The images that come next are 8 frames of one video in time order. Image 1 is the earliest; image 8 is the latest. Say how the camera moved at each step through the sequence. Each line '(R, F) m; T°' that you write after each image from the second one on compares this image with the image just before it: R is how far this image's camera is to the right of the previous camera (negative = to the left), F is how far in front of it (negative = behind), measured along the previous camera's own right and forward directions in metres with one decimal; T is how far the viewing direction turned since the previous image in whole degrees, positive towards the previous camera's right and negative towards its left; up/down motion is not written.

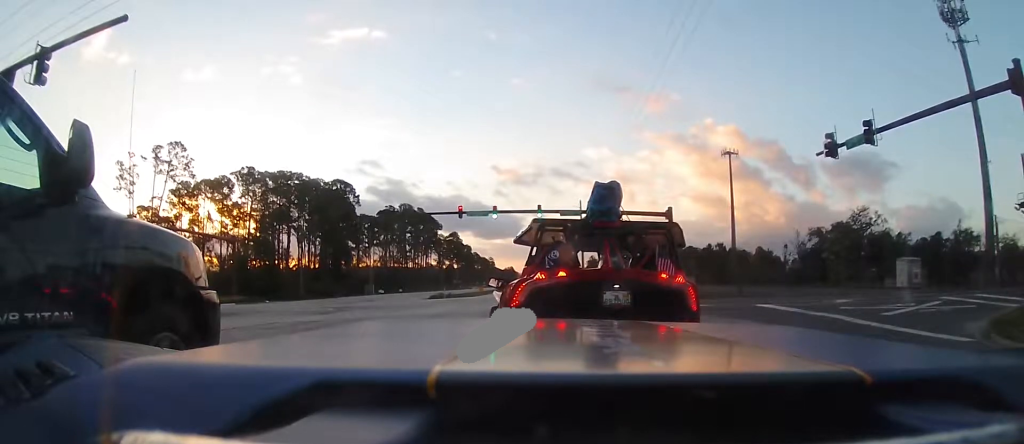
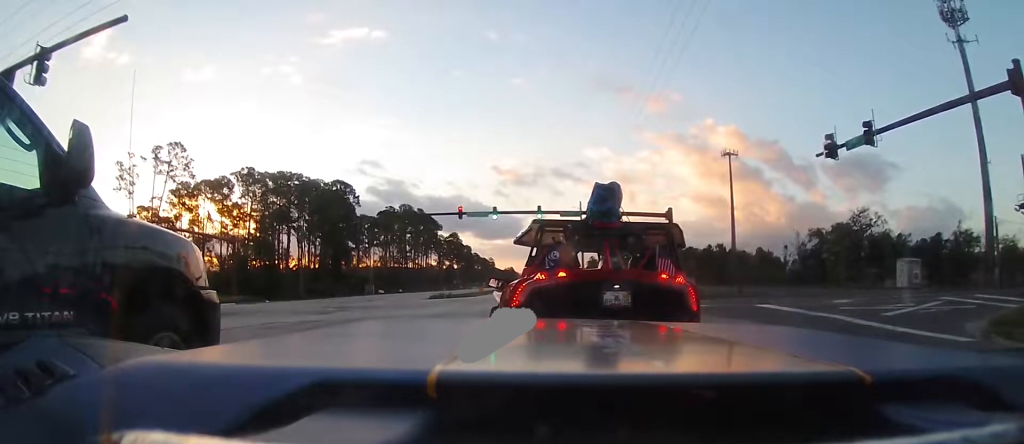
(0.0, 0.0) m; 0°
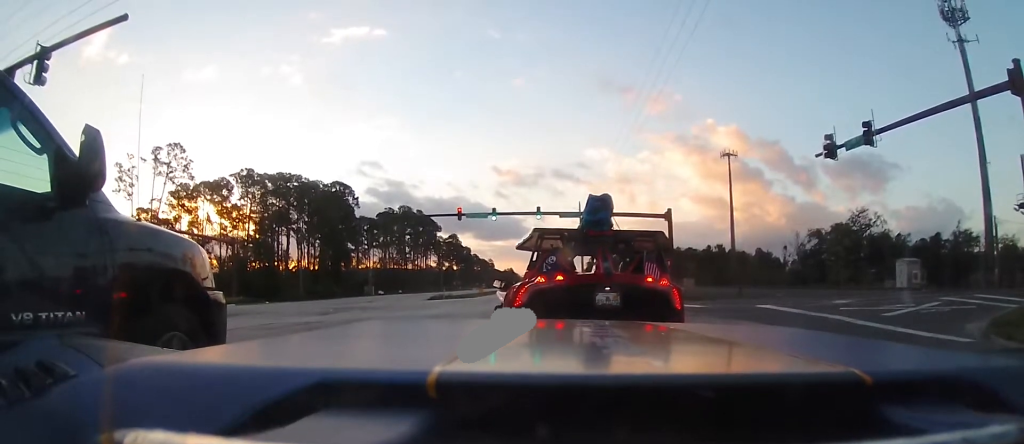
(0.0, 0.0) m; 0°
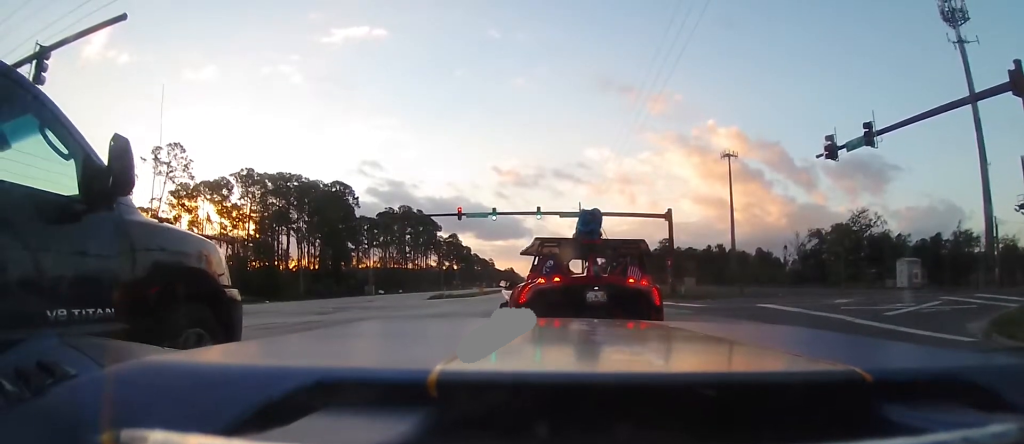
(0.0, 0.0) m; 0°
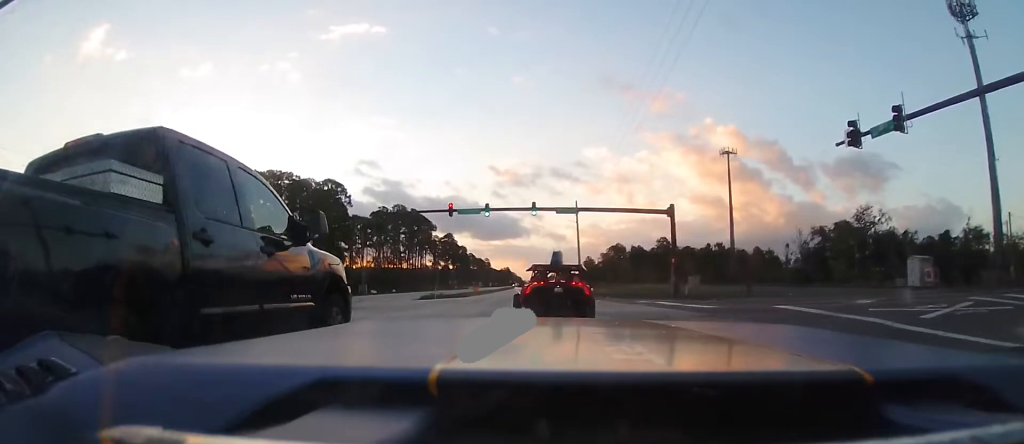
(0.0, +0.6) m; 0°
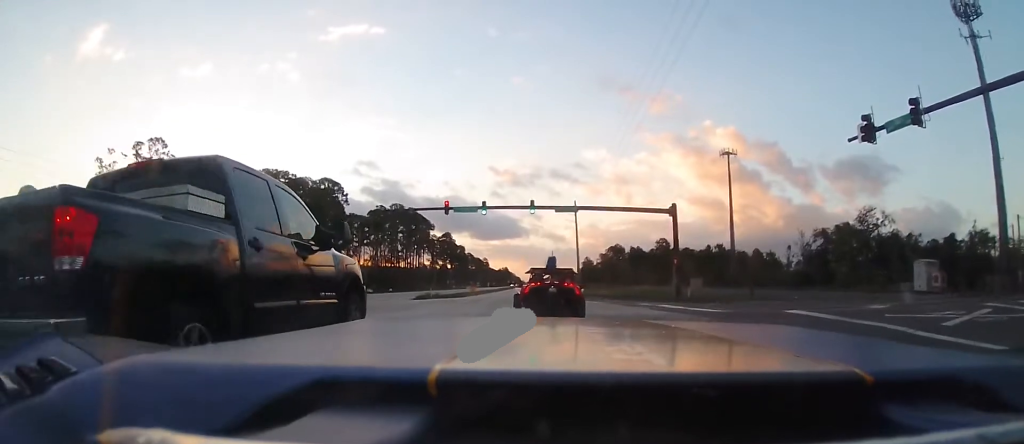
(0.0, +0.8) m; 0°
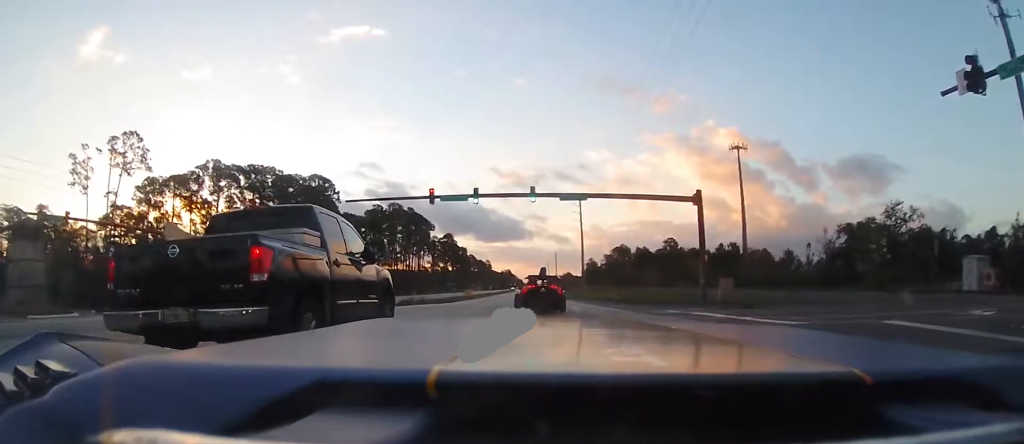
(0.0, +4.9) m; -4°
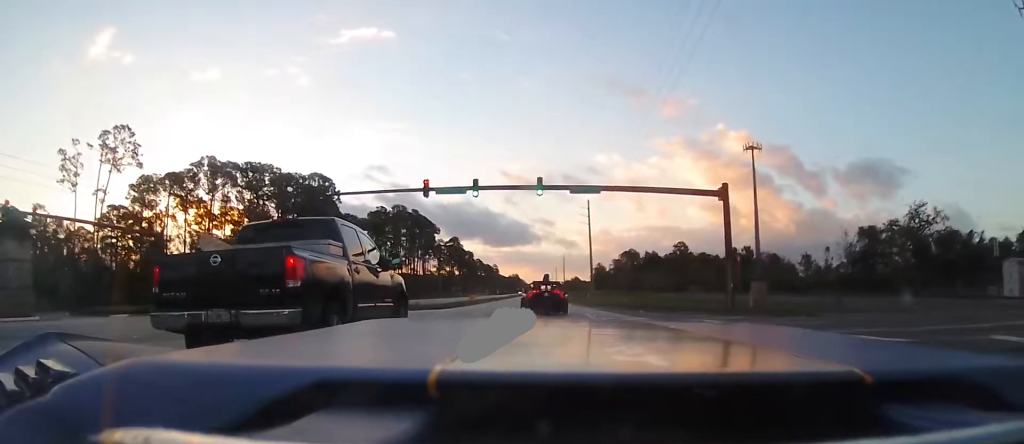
(-0.1, +3.9) m; -2°
